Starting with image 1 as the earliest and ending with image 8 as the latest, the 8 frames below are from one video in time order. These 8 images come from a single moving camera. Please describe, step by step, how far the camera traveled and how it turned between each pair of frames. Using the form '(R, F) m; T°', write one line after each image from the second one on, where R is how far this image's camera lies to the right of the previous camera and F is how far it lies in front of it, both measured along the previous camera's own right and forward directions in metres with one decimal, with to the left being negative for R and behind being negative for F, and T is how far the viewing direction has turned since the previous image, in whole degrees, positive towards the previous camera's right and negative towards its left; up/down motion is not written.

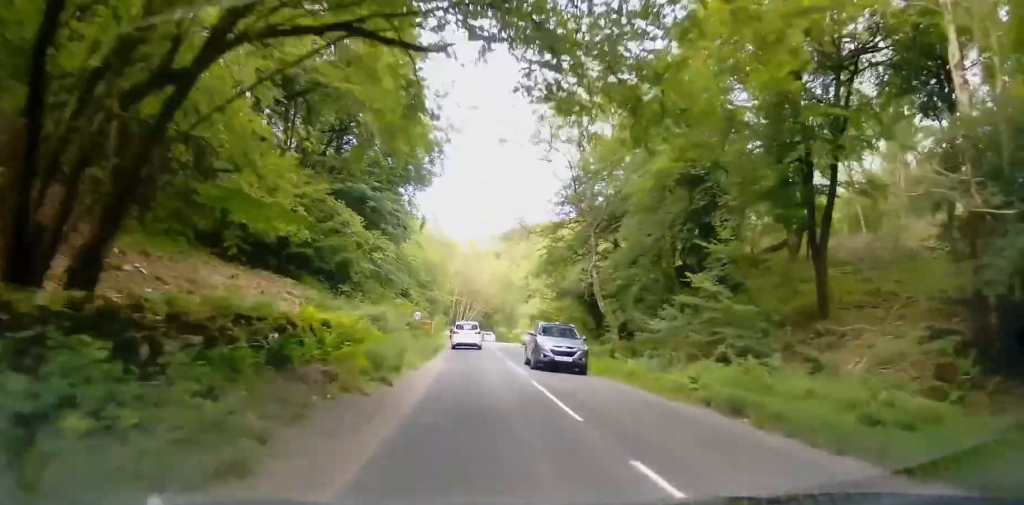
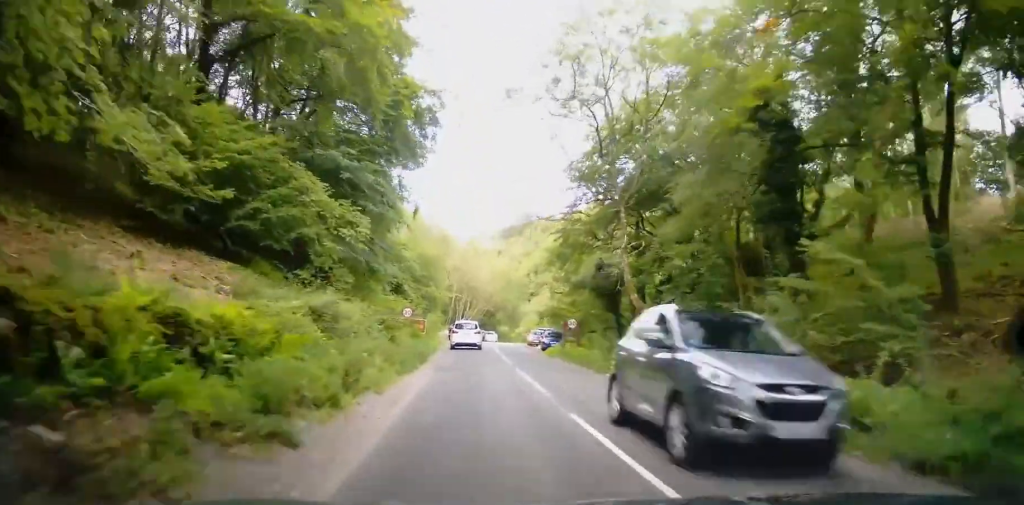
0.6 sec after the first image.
(0.0, +6.2) m; 0°
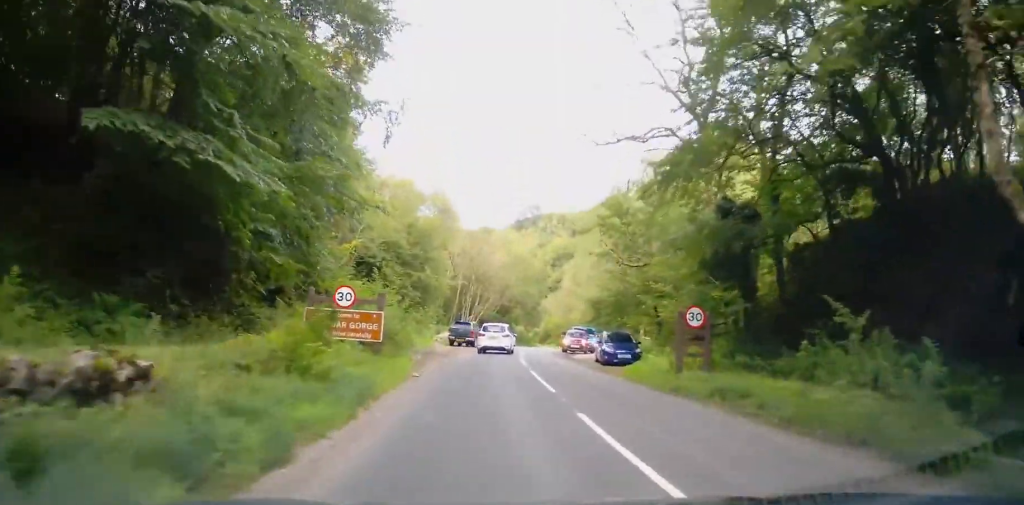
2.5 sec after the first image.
(-0.1, +18.0) m; +2°
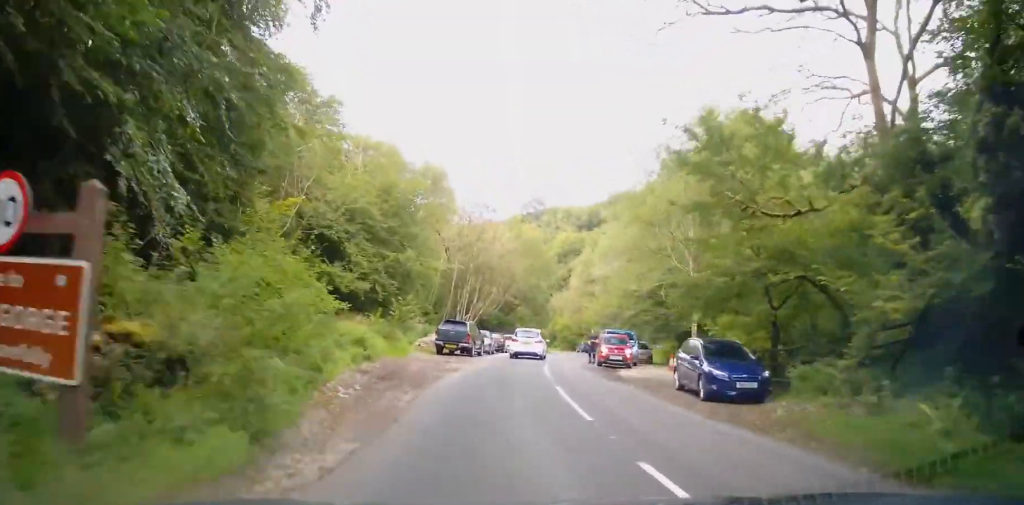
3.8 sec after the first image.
(+0.6, +11.4) m; +4°
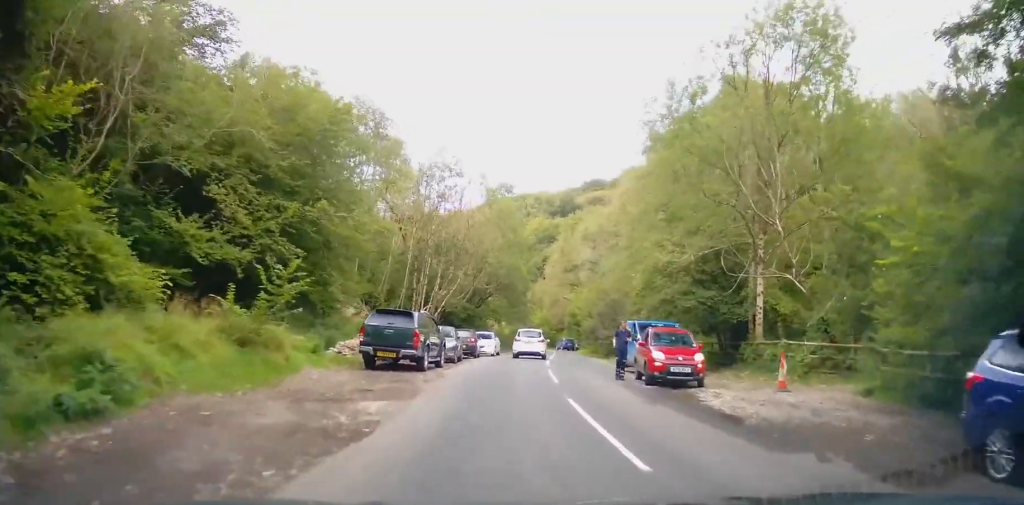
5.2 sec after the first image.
(+0.1, +12.0) m; +1°
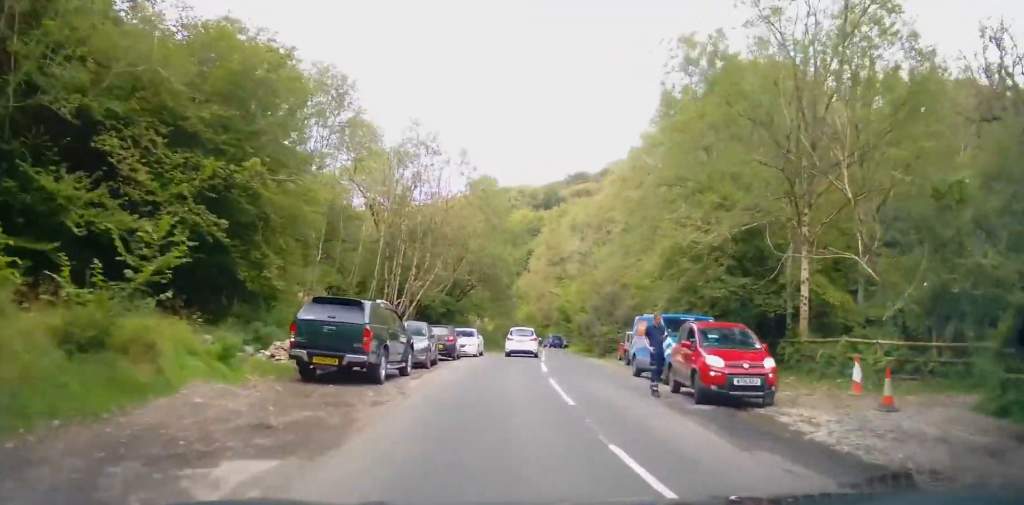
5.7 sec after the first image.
(+0.4, +4.5) m; -2°
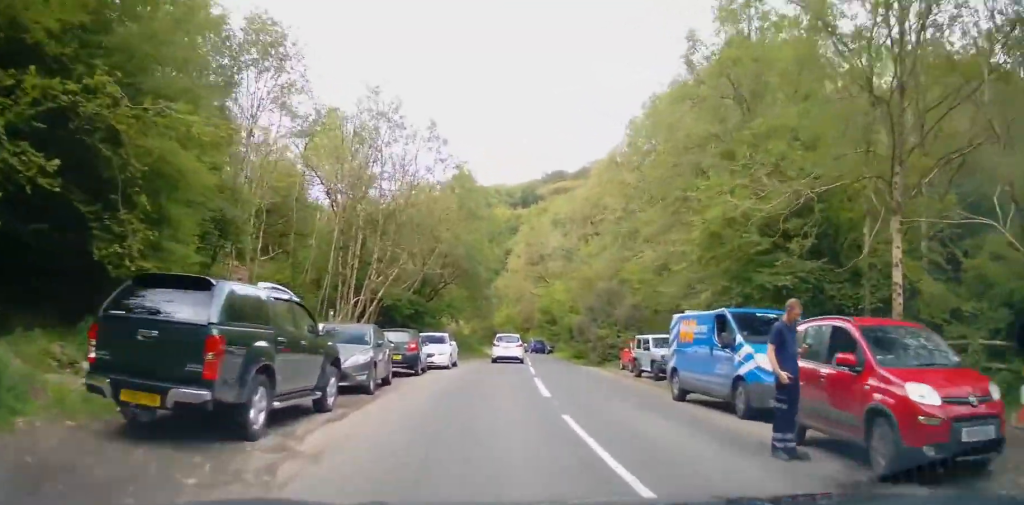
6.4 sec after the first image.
(-0.5, +6.2) m; -2°
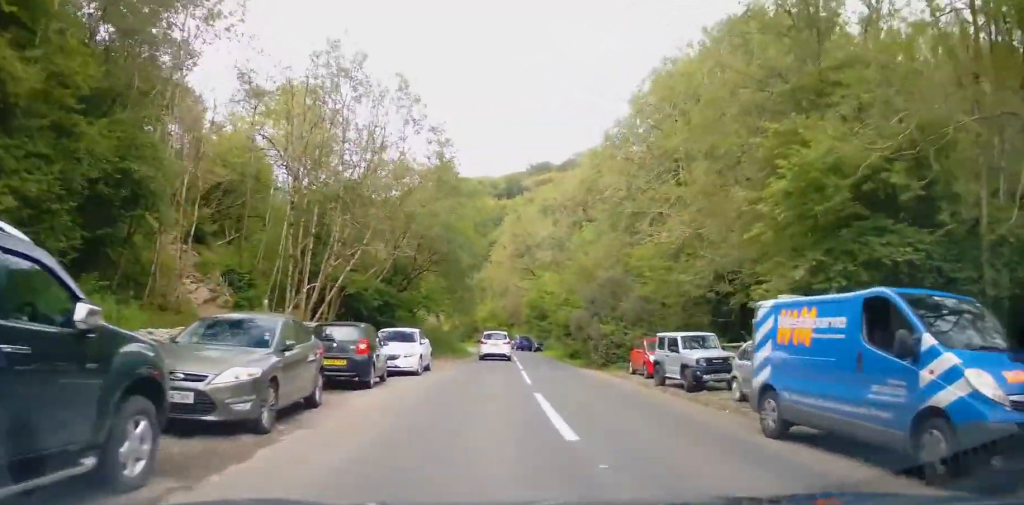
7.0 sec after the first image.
(-0.4, +5.3) m; -1°
